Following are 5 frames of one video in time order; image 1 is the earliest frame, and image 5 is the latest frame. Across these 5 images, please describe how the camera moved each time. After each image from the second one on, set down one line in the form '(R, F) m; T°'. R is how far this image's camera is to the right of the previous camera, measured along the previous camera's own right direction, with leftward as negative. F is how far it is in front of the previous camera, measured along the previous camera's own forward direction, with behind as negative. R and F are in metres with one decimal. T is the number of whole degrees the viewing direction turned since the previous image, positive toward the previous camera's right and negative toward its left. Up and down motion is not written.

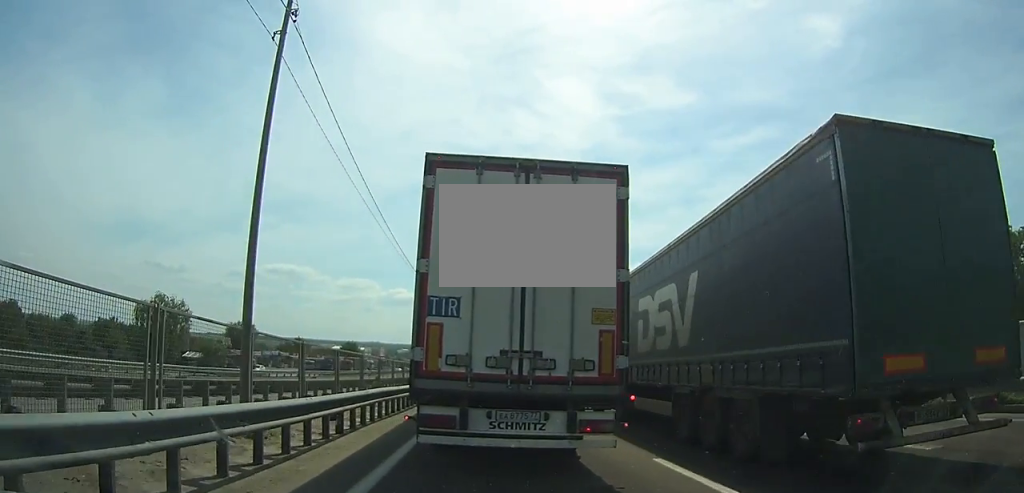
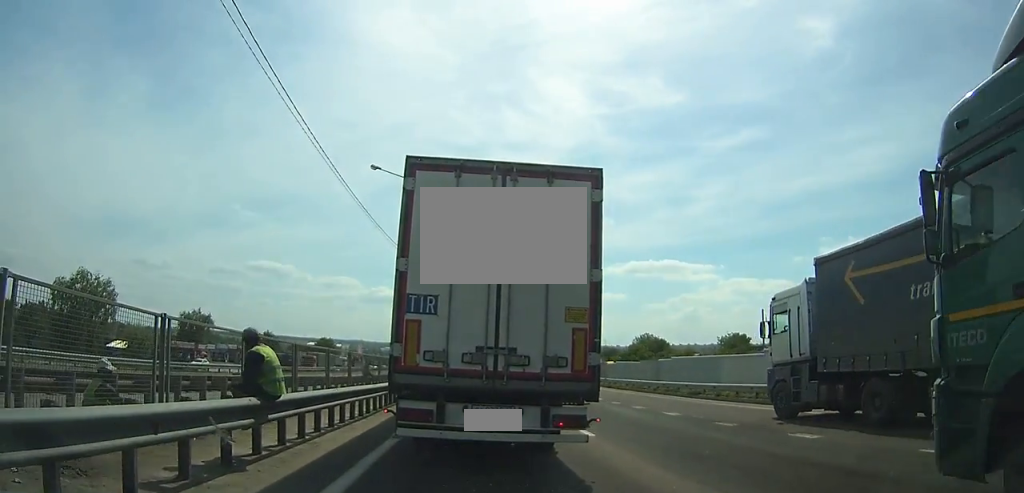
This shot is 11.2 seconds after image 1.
(-1.1, +17.9) m; -3°
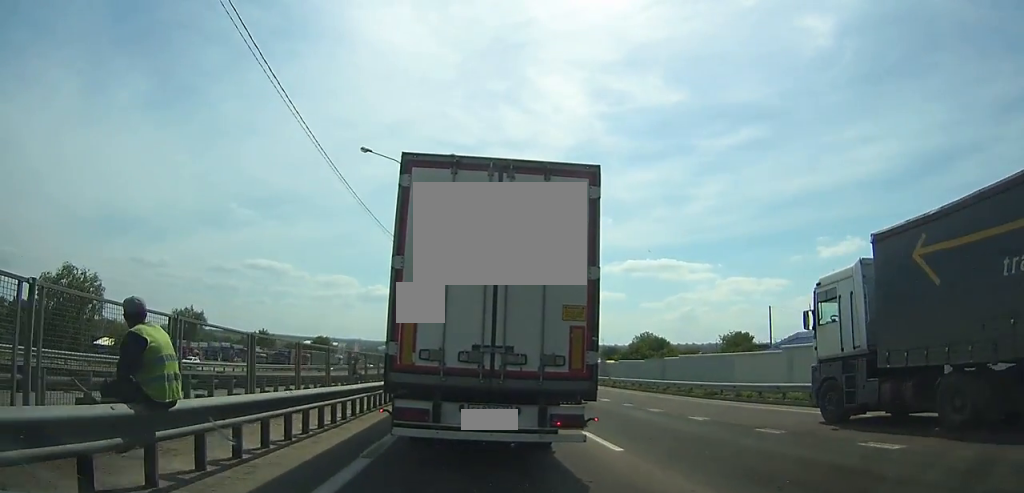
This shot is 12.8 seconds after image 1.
(+0.1, +2.5) m; +1°
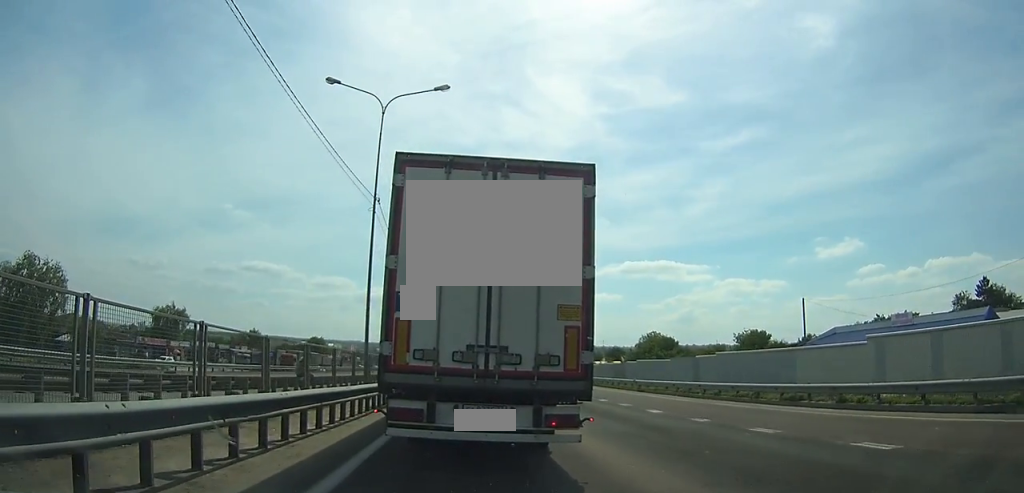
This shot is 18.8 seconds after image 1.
(+0.2, +8.2) m; +1°
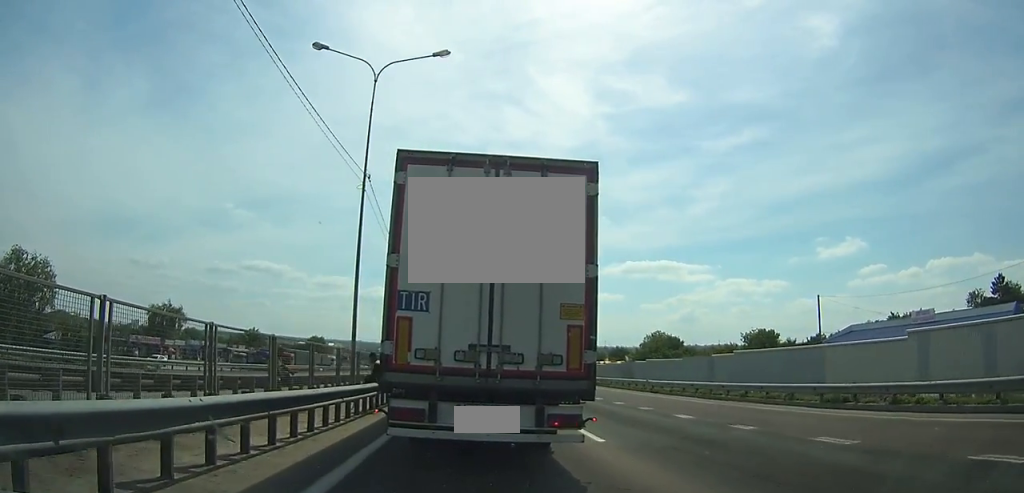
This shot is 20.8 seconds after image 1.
(-0.1, +2.5) m; -2°
